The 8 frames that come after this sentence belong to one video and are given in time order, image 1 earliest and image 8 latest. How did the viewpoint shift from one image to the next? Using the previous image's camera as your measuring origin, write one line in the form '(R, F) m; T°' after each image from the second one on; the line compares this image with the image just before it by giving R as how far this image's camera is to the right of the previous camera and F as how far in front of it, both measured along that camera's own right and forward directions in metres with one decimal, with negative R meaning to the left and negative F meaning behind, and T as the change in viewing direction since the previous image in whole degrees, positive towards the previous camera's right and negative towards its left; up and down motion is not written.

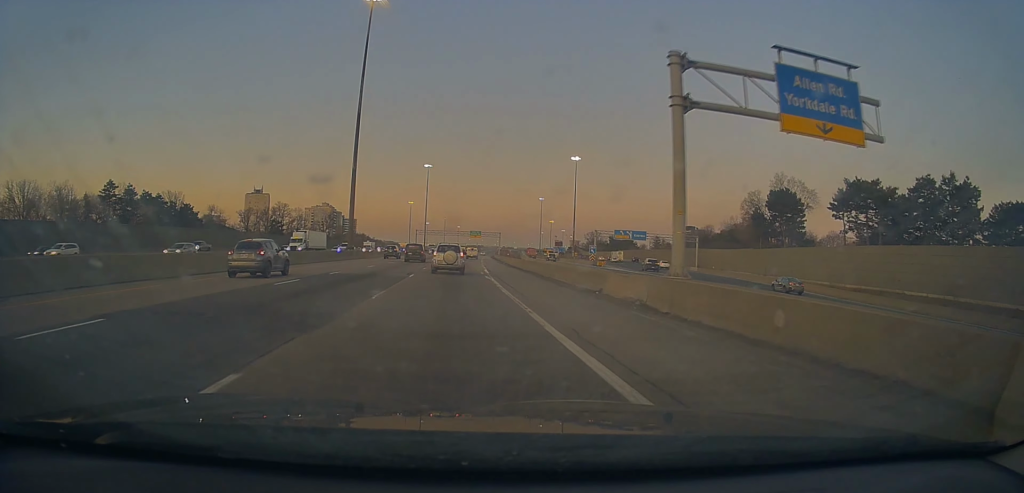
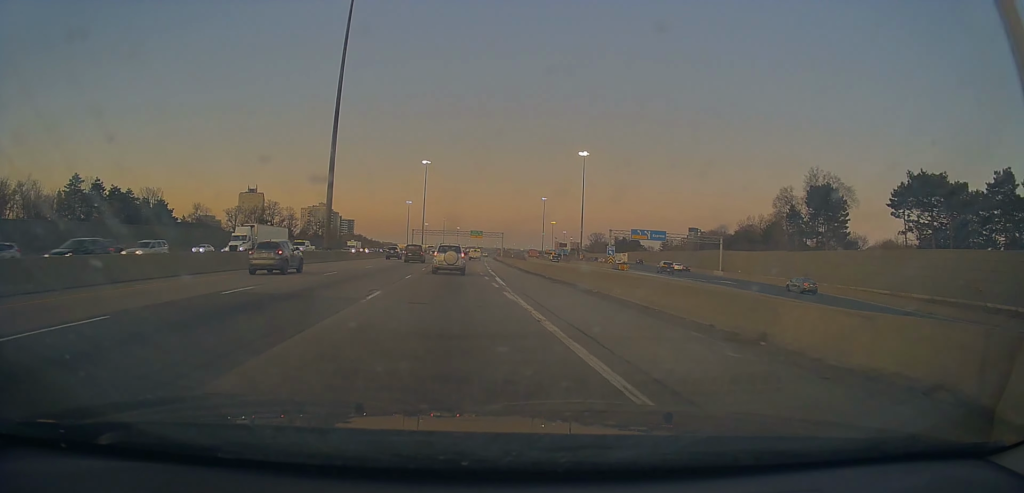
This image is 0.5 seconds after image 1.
(0.0, +12.4) m; 0°
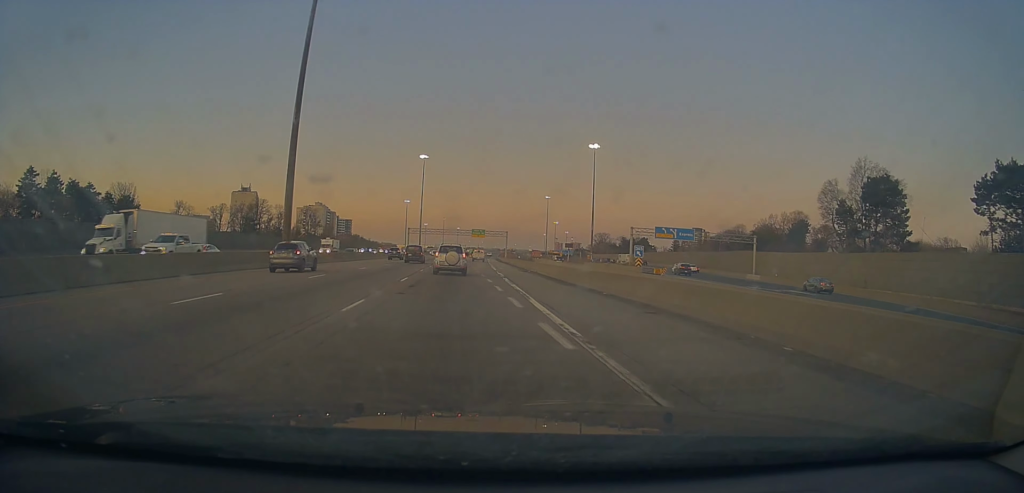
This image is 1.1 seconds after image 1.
(+0.1, +14.2) m; -1°
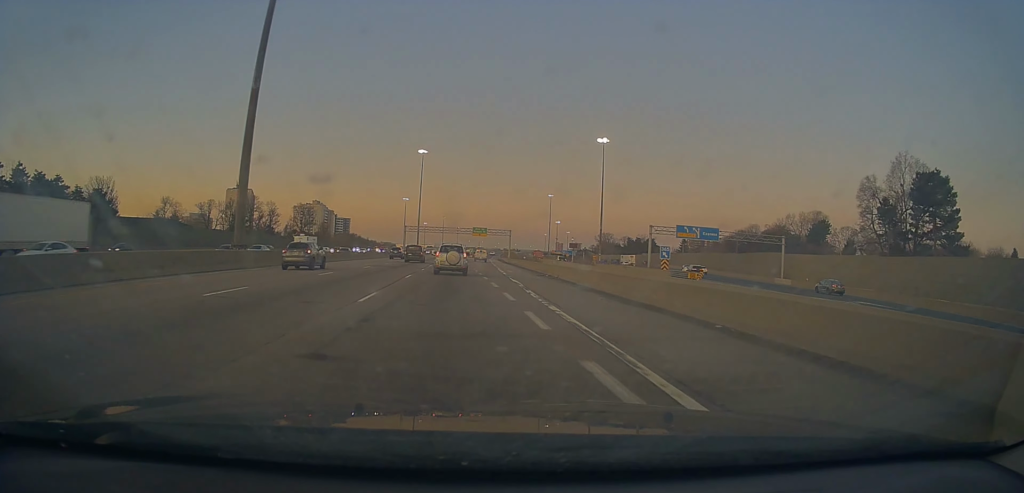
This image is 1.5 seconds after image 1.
(+0.1, +10.0) m; -1°
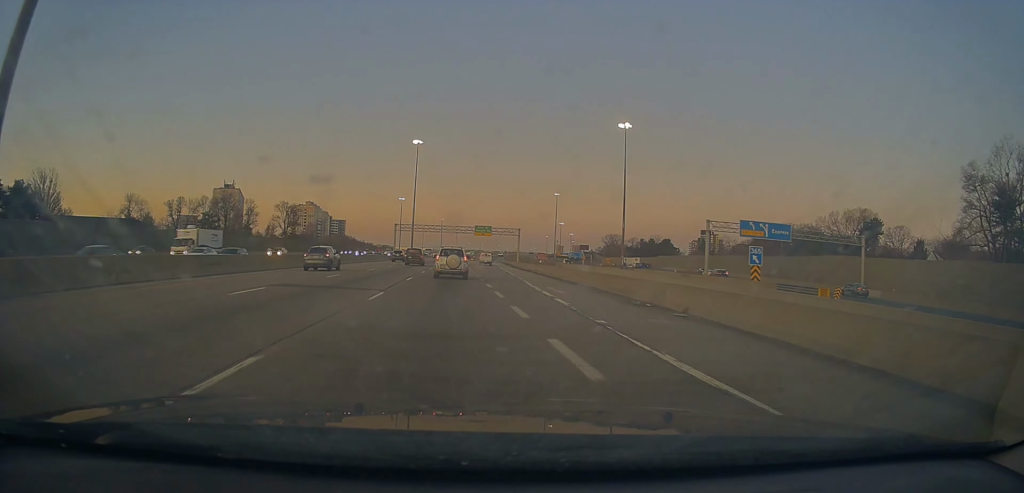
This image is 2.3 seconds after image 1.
(-0.6, +21.8) m; -1°
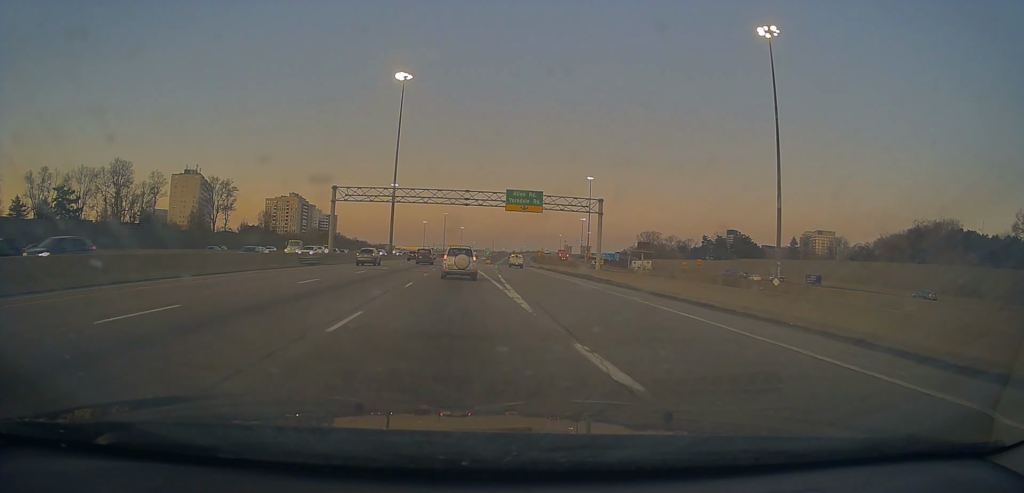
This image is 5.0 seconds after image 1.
(+0.8, +66.1) m; 0°
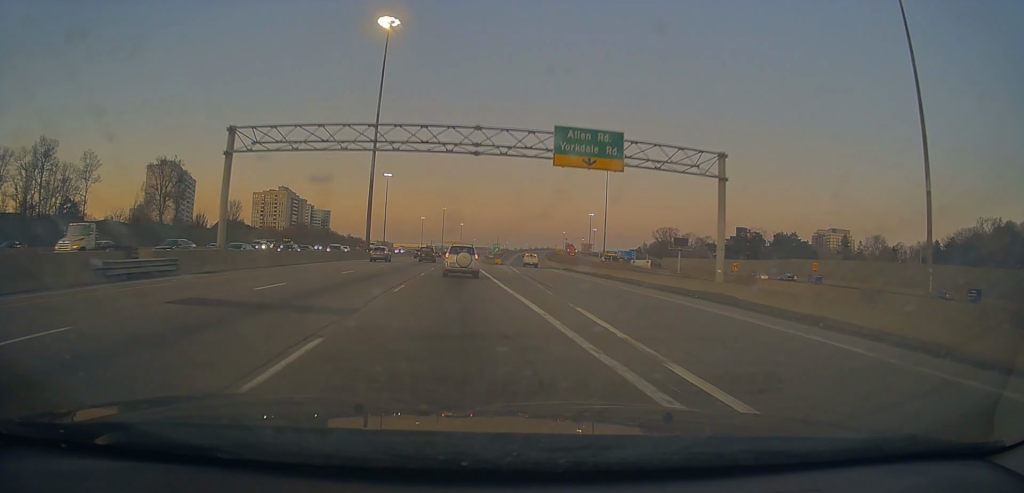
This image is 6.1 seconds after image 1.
(-0.2, +27.4) m; +1°
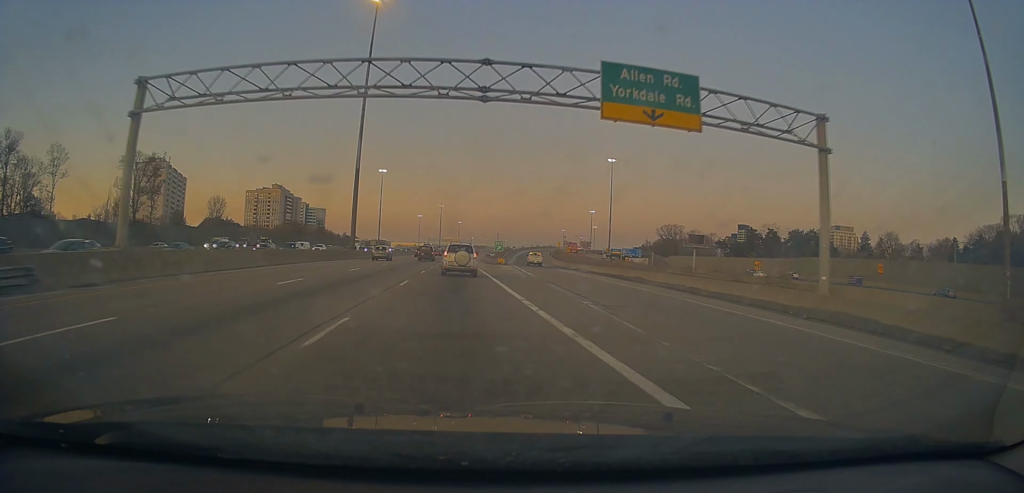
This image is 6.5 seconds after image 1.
(-0.1, +9.9) m; 0°
